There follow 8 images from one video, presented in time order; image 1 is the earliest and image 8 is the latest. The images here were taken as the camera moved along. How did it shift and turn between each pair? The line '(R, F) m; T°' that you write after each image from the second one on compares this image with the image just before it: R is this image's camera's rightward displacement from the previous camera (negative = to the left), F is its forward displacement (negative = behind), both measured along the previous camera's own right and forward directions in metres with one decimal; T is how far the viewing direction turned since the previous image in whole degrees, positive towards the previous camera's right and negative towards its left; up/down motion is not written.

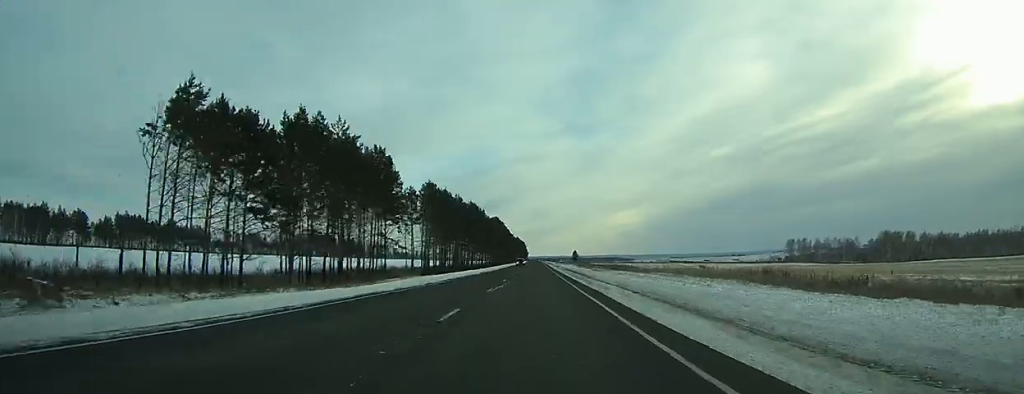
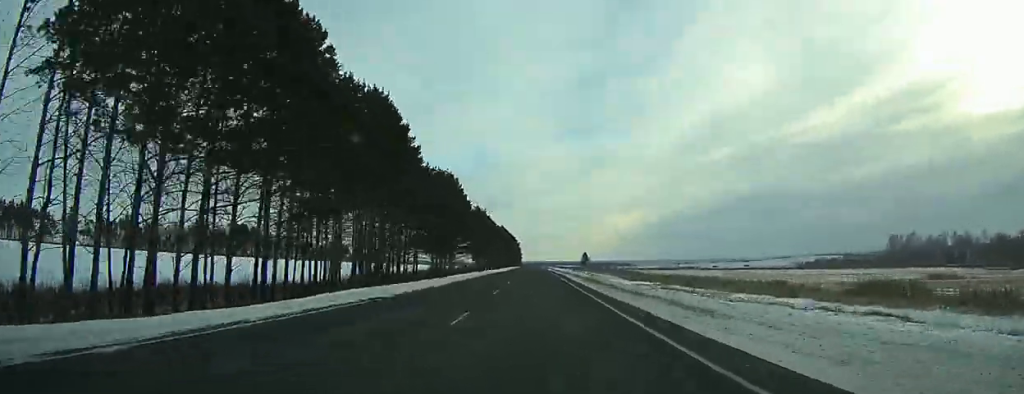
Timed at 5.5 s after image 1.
(-14.9, +158.9) m; -3°
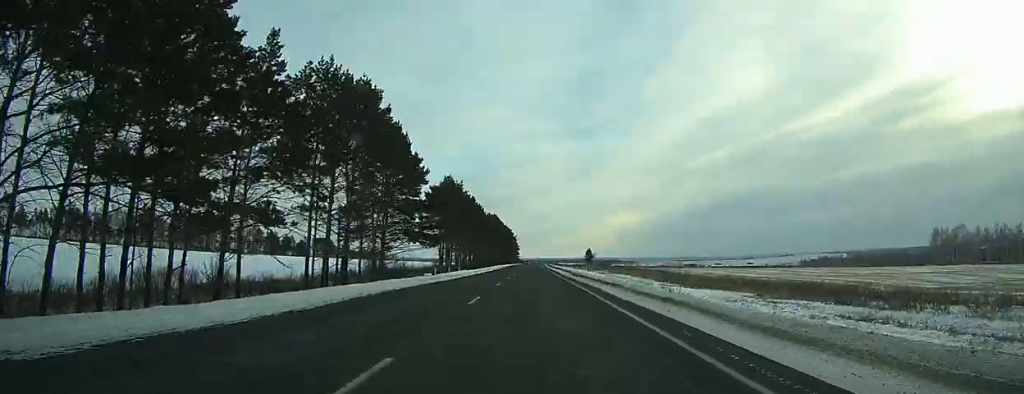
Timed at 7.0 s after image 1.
(+0.4, +44.2) m; +1°
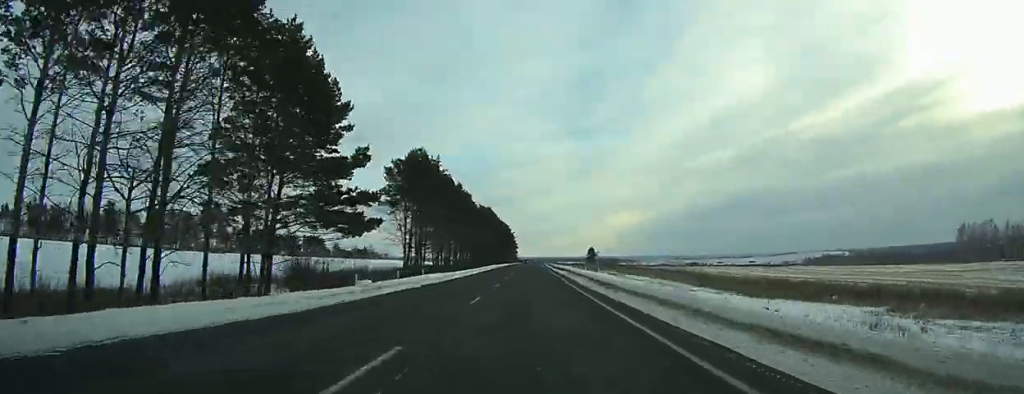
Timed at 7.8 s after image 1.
(-0.2, +22.4) m; +2°
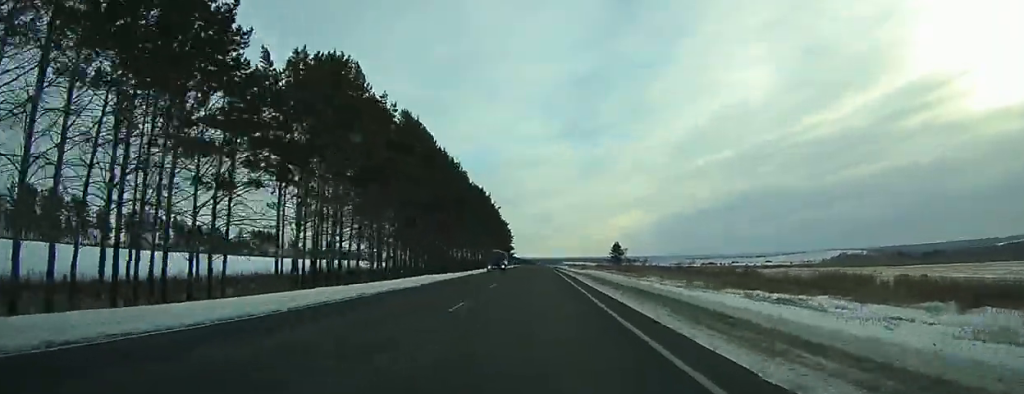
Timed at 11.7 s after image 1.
(+0.1, +107.0) m; -5°
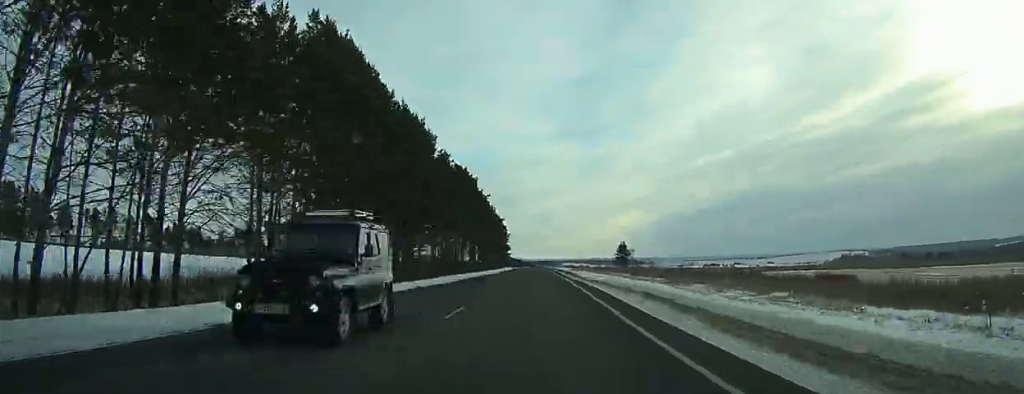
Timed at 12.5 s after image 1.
(-2.8, +25.3) m; -2°
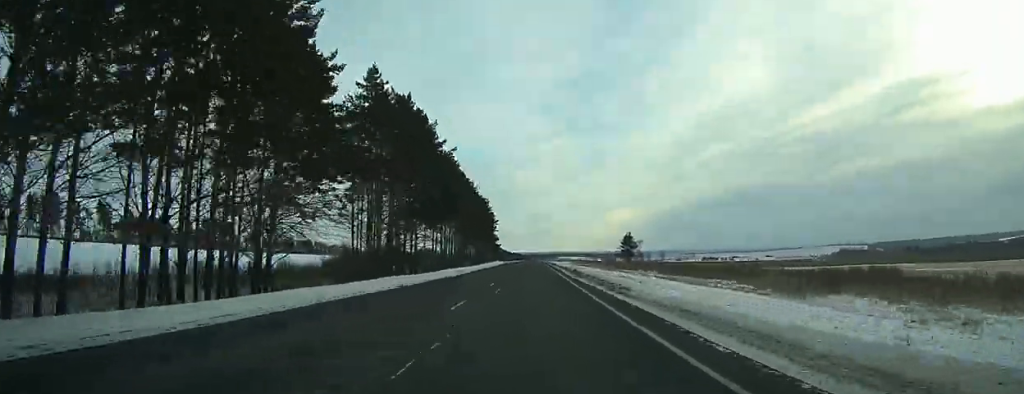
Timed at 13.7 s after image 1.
(+1.3, +35.2) m; +2°
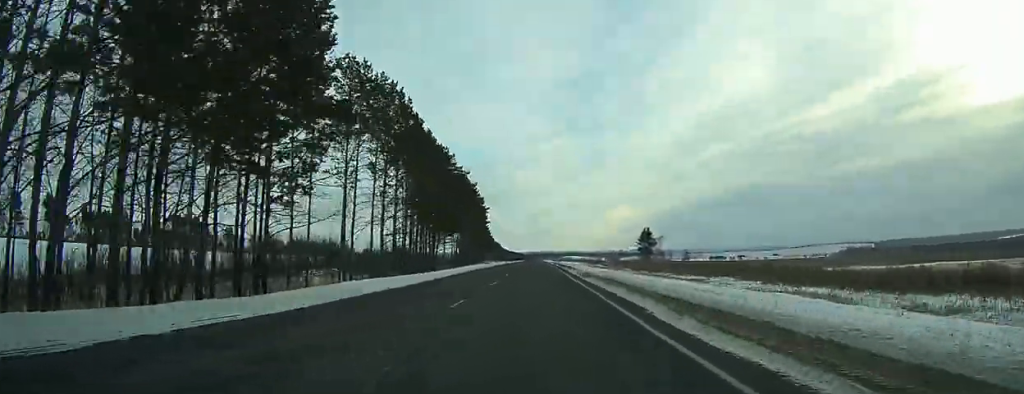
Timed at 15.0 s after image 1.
(+1.1, +37.1) m; +2°
